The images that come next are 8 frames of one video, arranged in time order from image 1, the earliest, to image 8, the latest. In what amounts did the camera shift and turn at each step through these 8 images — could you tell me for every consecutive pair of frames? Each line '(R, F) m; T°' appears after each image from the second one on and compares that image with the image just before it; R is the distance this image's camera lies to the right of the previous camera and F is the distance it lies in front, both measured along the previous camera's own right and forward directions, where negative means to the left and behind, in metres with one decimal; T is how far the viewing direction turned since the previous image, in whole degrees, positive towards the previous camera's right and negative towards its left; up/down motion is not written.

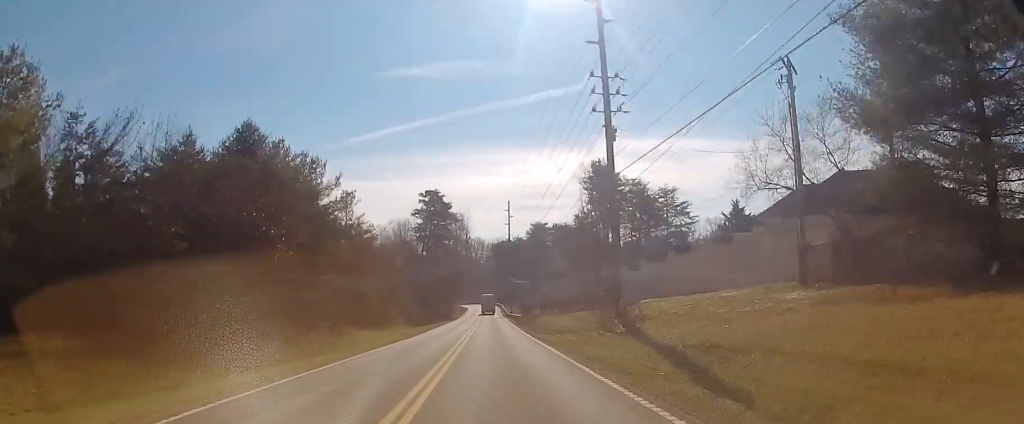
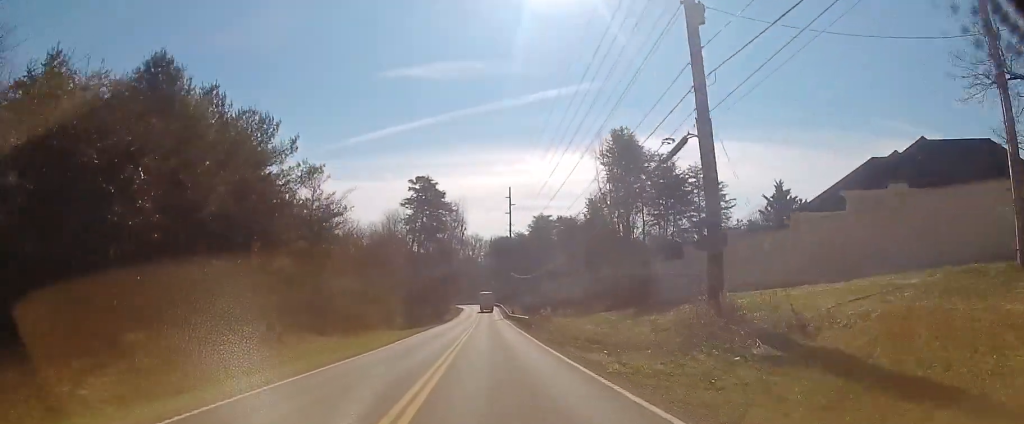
(-0.2, +13.2) m; -2°
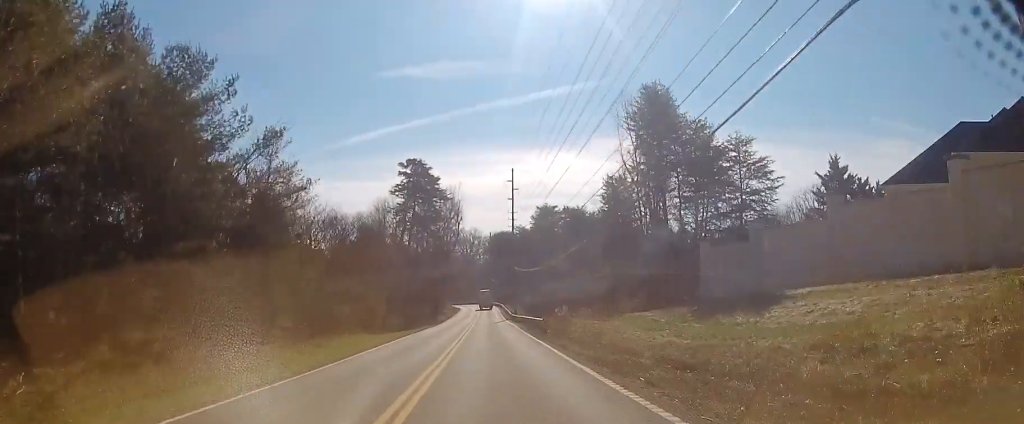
(-0.1, +12.0) m; -1°
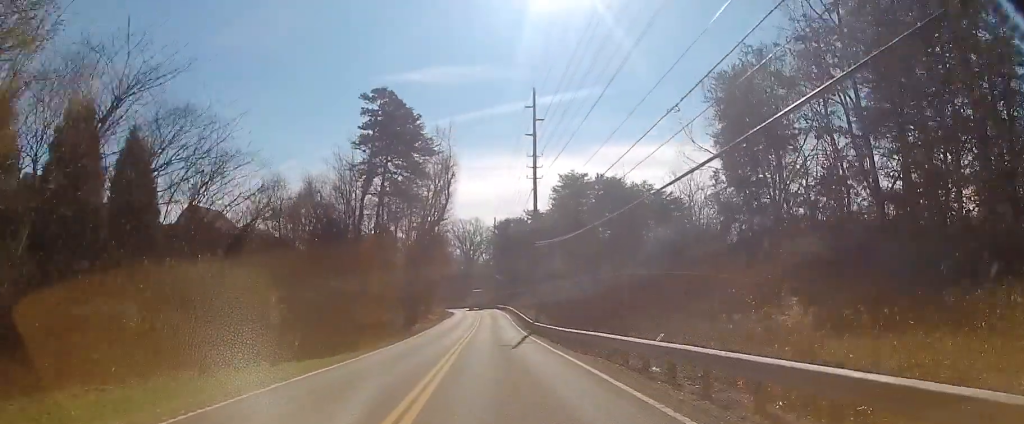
(+0.5, +32.8) m; +3°
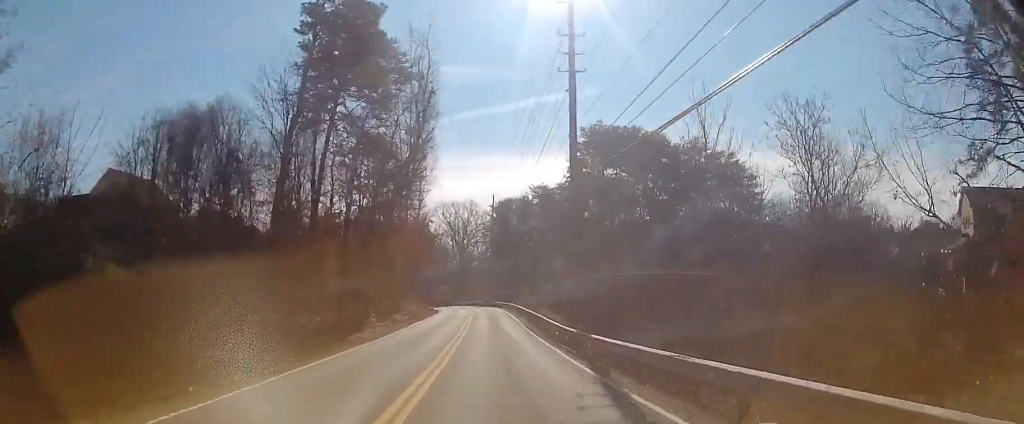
(0.0, +23.0) m; -1°
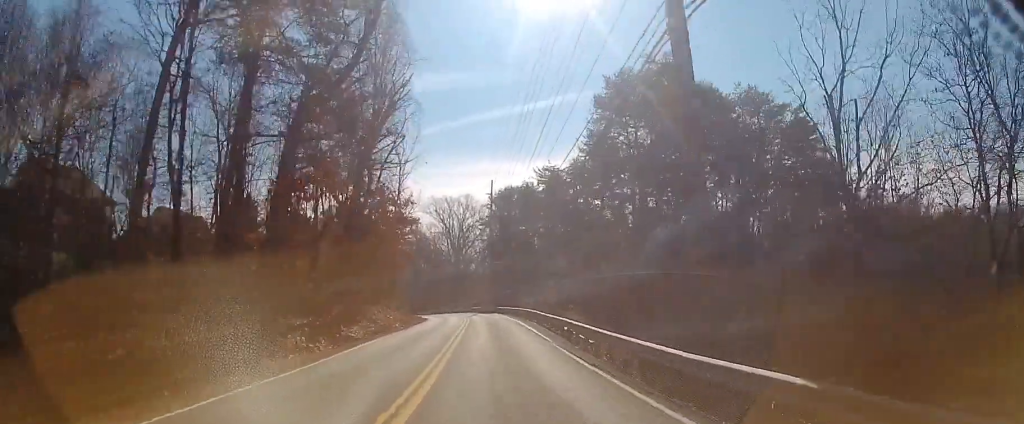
(-0.1, +15.7) m; -2°
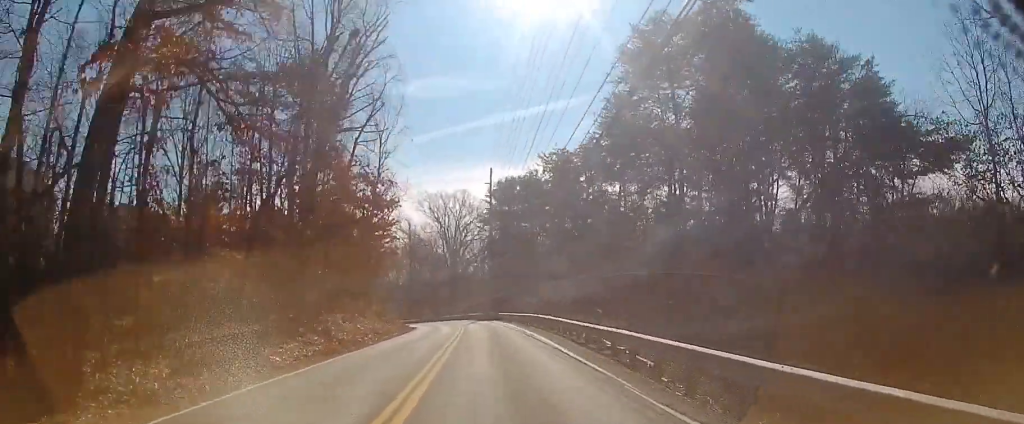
(-0.2, +10.6) m; 0°
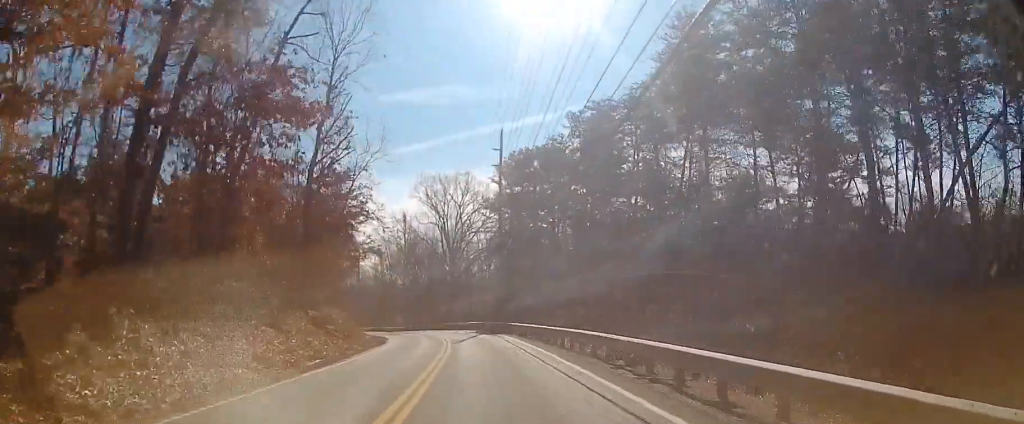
(0.0, +18.6) m; 0°
